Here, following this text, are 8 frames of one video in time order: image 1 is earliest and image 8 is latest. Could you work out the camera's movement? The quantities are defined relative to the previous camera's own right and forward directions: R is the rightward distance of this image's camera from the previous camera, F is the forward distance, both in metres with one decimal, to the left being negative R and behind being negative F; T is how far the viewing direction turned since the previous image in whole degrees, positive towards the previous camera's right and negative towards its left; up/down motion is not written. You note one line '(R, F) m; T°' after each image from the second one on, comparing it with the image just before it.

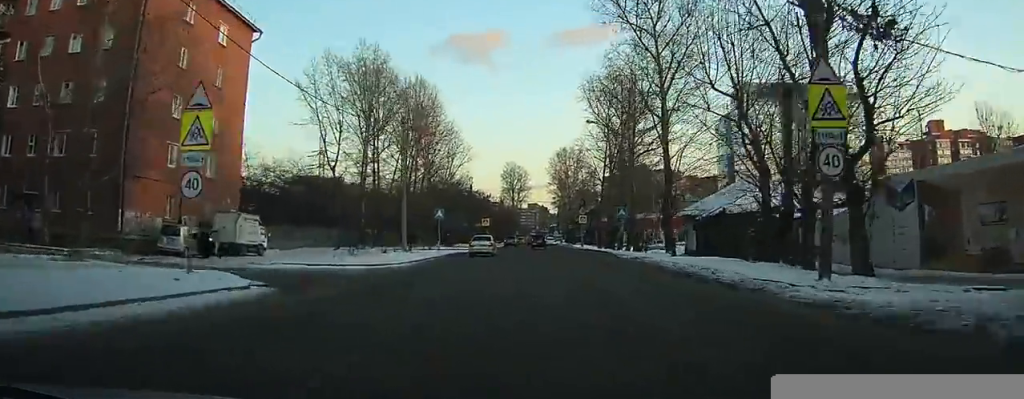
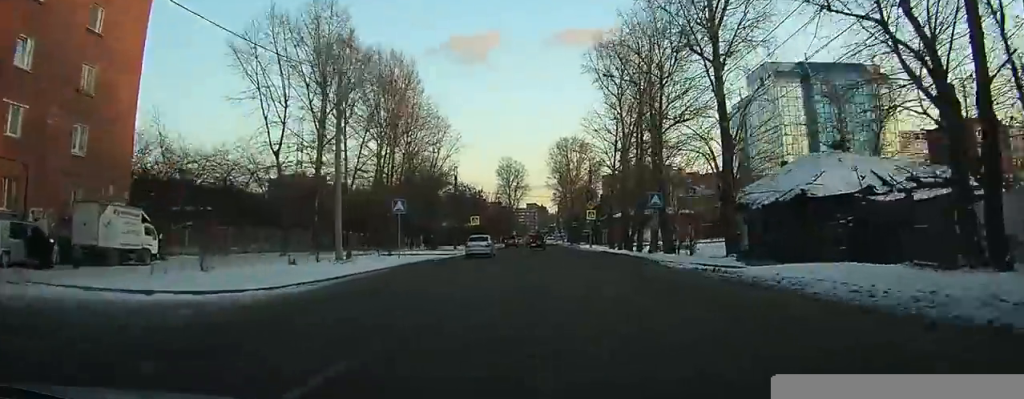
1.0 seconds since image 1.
(+0.1, +15.3) m; +1°
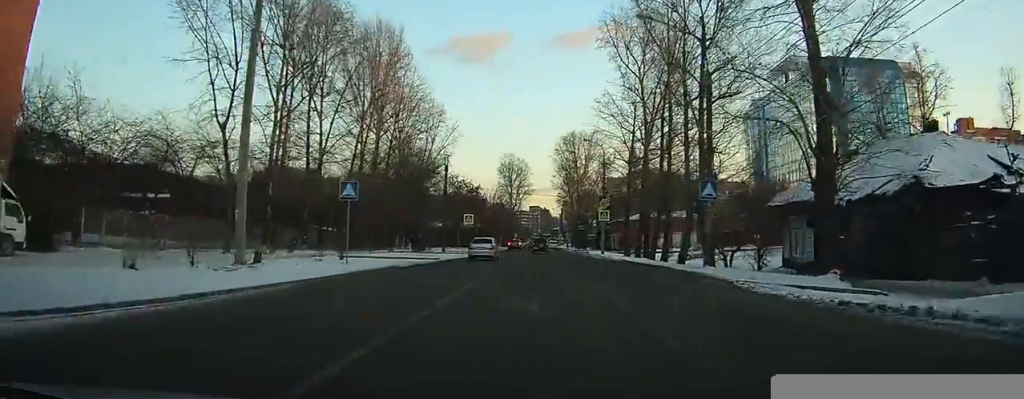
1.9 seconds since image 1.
(0.0, +10.6) m; 0°
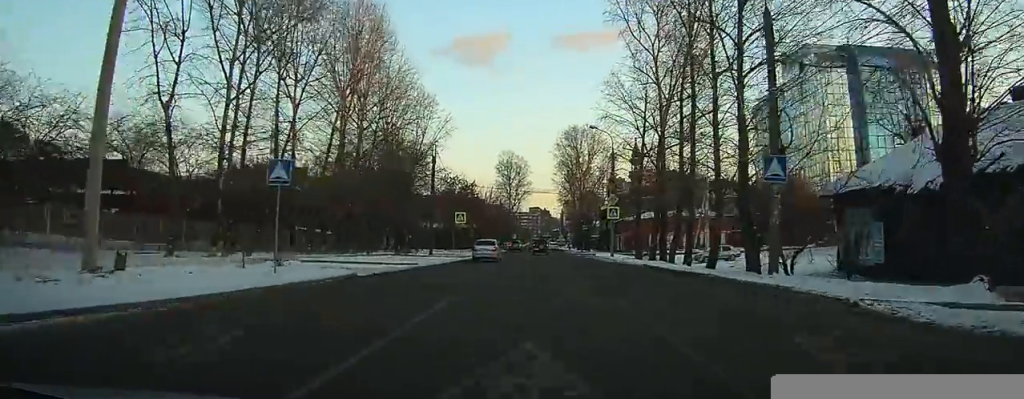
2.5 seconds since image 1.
(0.0, +7.6) m; 0°
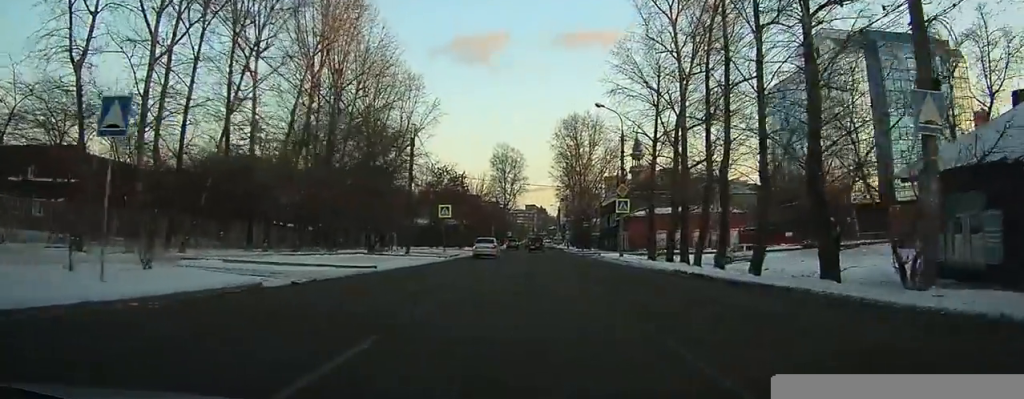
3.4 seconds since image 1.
(0.0, +8.4) m; 0°
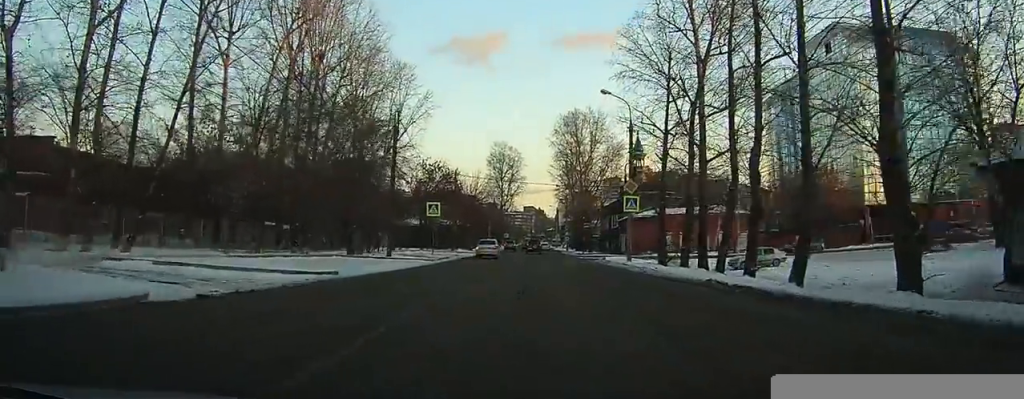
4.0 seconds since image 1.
(0.0, +5.4) m; 0°
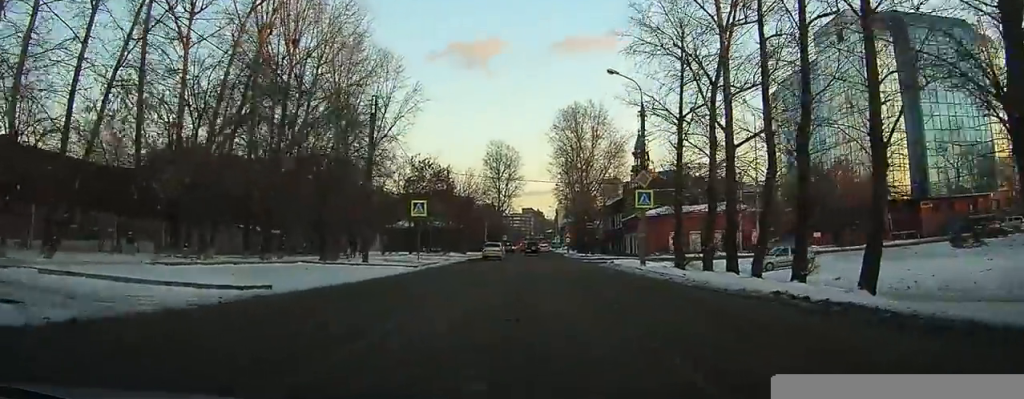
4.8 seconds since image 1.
(+0.1, +6.4) m; 0°
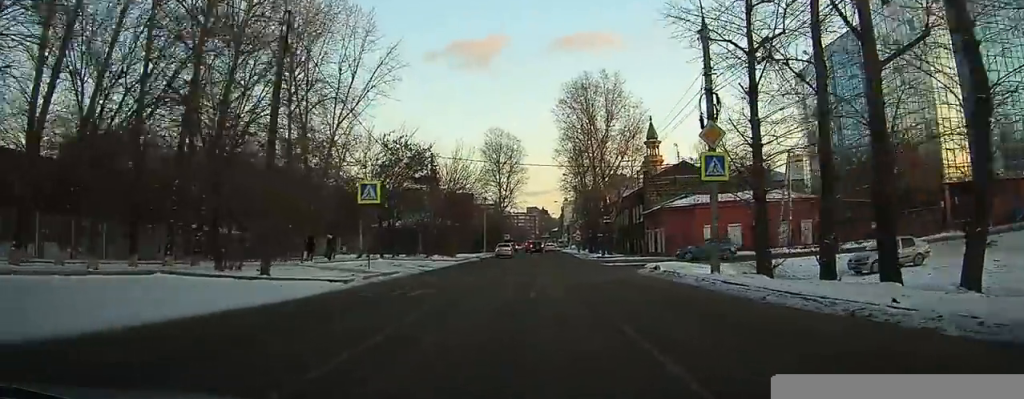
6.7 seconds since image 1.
(-0.1, +13.0) m; -1°
